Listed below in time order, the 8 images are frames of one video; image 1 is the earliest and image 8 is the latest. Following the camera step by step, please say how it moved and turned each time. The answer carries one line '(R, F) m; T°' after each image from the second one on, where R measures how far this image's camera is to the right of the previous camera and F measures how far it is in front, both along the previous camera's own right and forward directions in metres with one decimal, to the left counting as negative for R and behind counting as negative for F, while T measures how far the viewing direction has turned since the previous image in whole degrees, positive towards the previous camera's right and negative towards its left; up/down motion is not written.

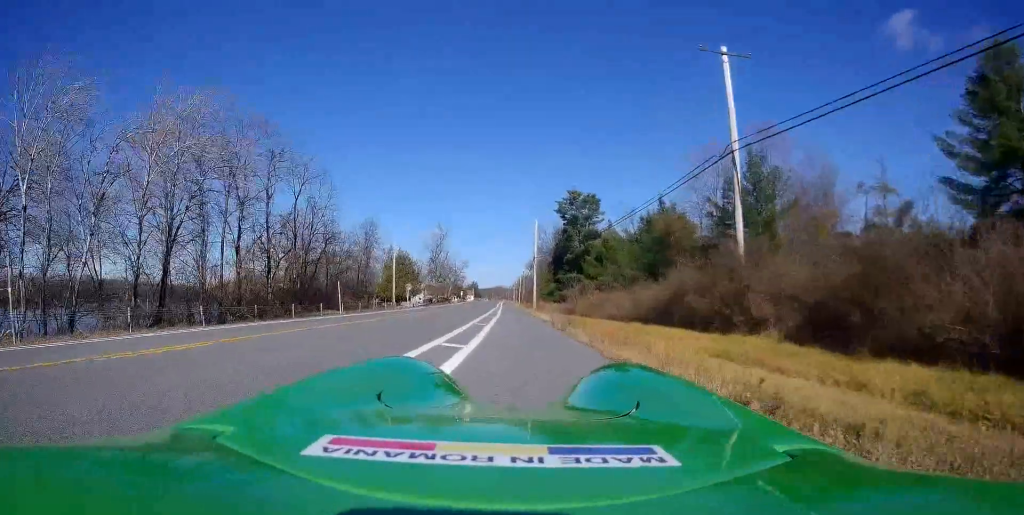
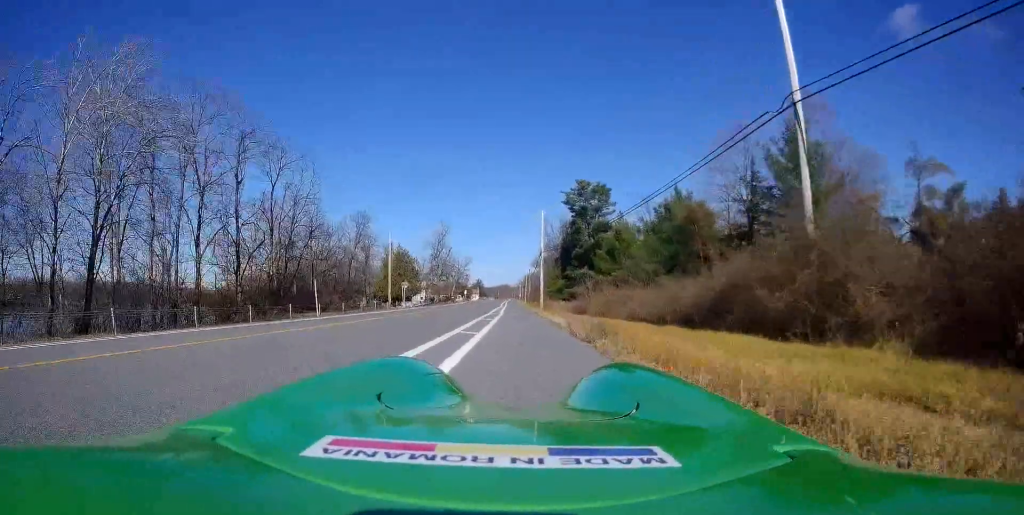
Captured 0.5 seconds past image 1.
(0.0, +5.8) m; +1°
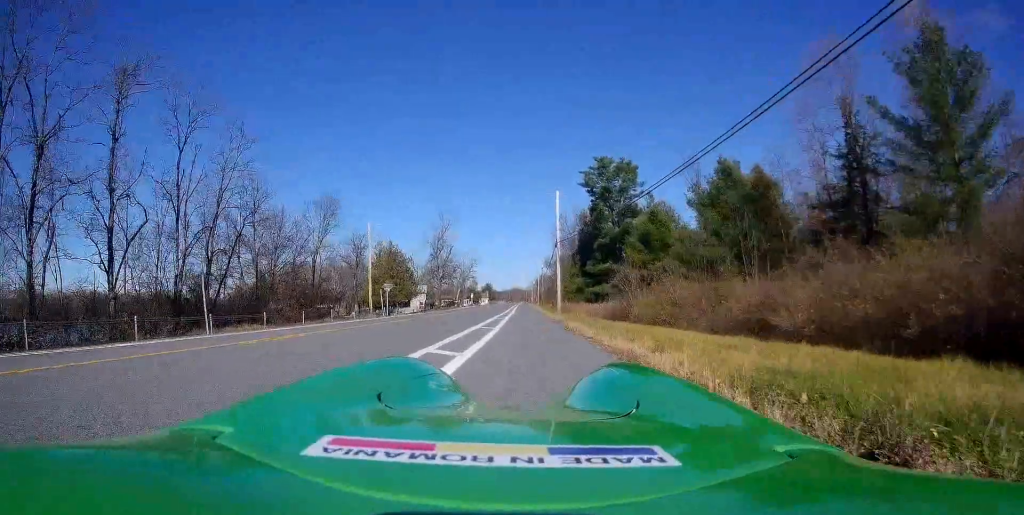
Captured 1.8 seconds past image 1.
(+0.5, +13.7) m; +1°
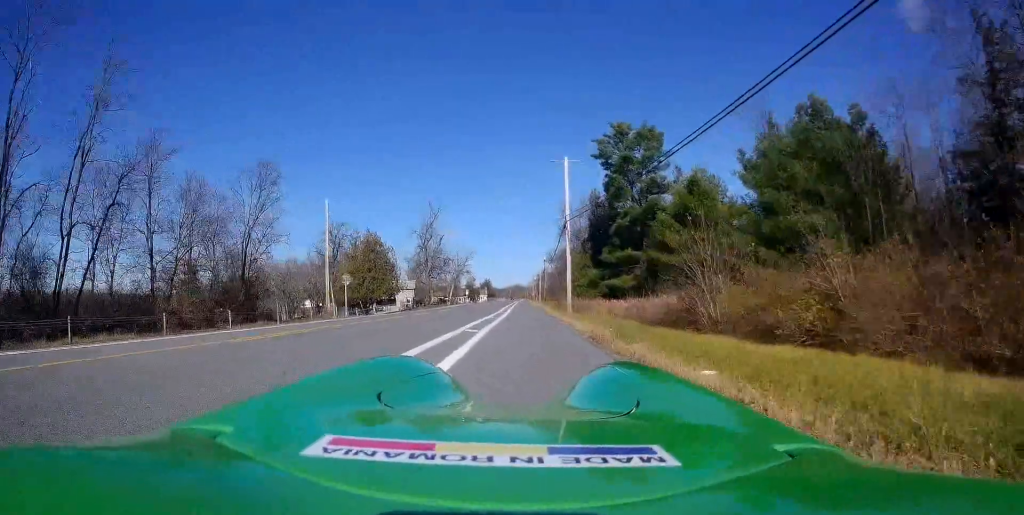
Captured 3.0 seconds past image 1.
(-0.6, +12.8) m; -4°
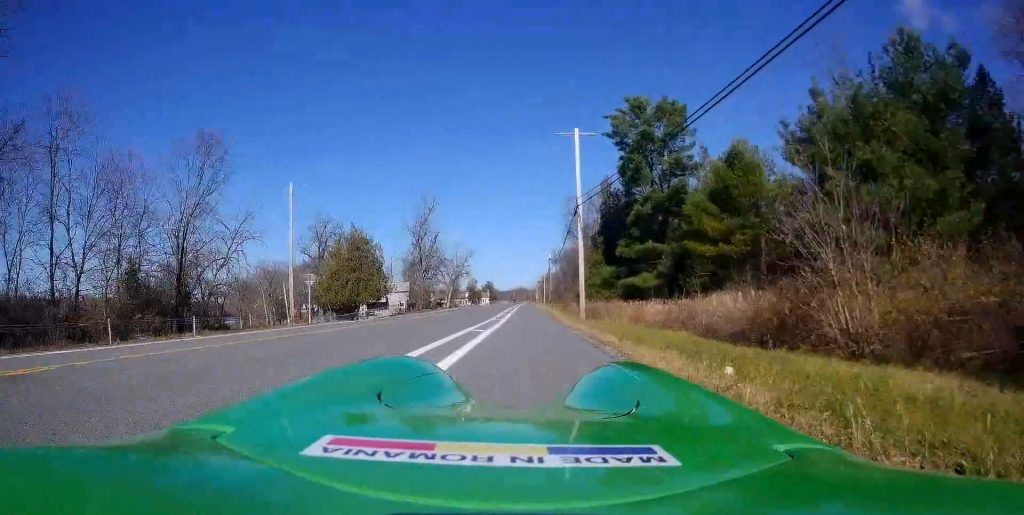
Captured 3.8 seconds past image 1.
(-0.3, +7.5) m; 0°
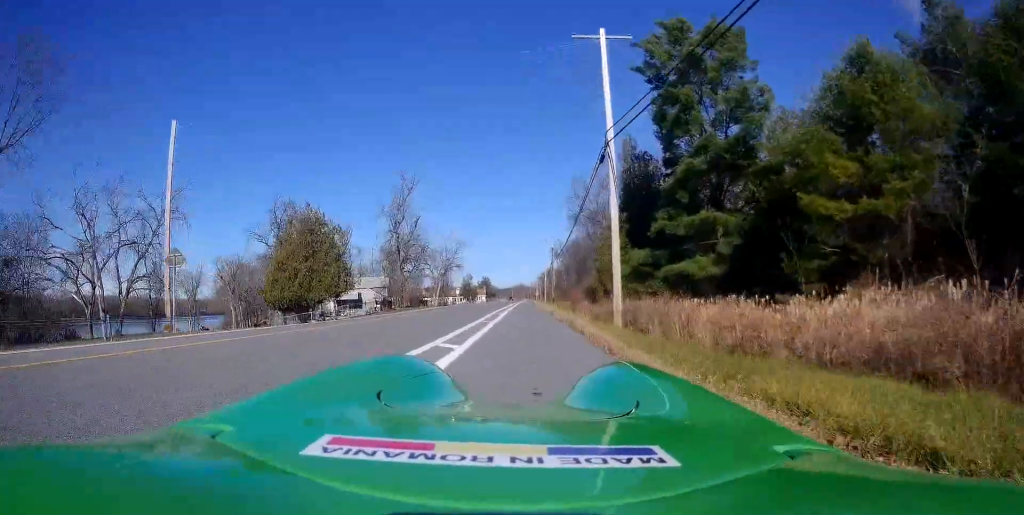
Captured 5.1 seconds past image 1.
(+0.5, +14.2) m; +4°
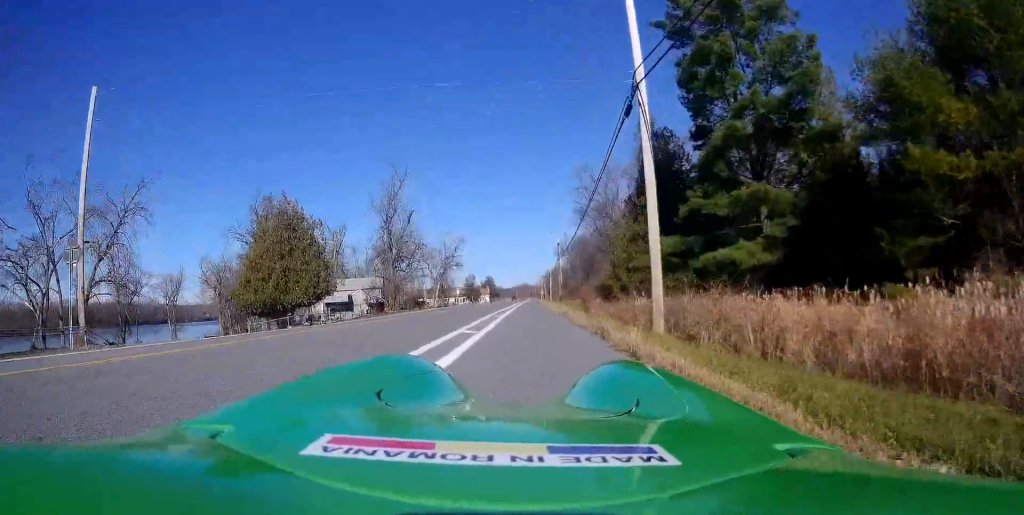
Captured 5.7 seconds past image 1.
(+0.3, +6.1) m; -1°
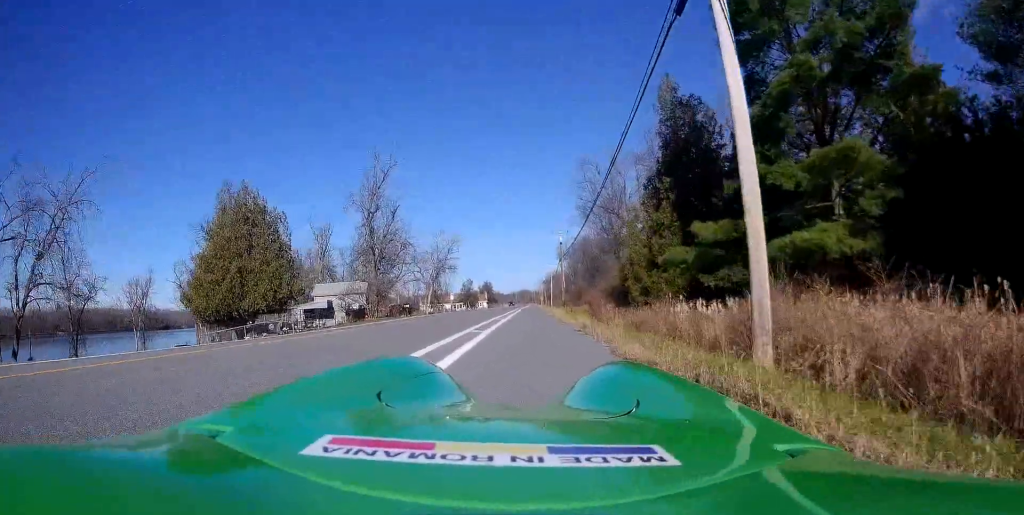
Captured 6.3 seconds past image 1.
(-0.2, +7.0) m; -1°
